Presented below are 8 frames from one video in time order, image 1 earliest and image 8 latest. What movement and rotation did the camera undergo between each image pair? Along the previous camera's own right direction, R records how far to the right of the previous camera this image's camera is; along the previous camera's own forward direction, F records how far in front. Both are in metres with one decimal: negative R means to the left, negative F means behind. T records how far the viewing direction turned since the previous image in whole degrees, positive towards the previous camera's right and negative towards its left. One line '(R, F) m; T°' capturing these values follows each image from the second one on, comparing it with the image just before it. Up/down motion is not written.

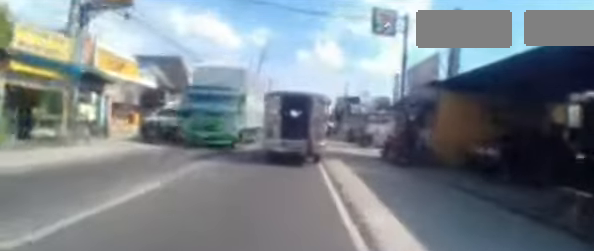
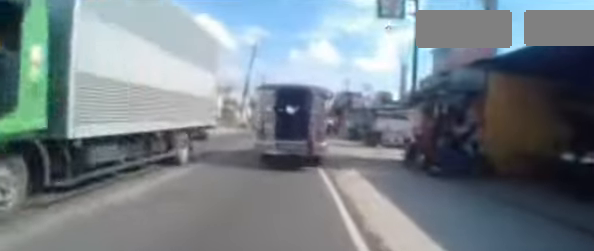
(+0.1, +3.2) m; +2°
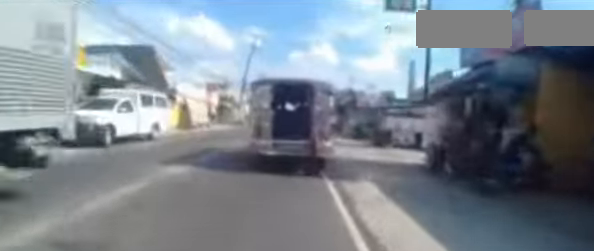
(0.0, +1.8) m; 0°
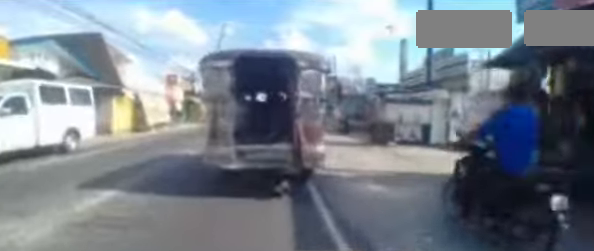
(0.0, +3.4) m; 0°
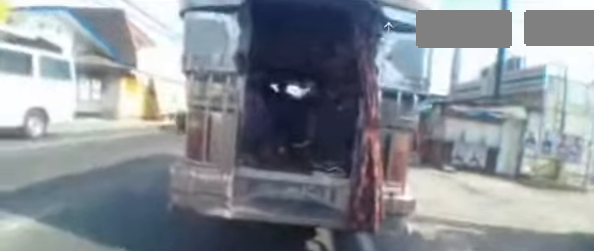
(0.0, +3.3) m; 0°
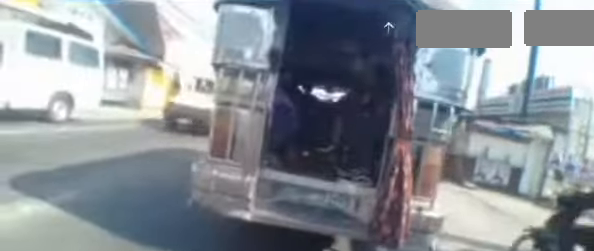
(0.0, +0.4) m; 0°
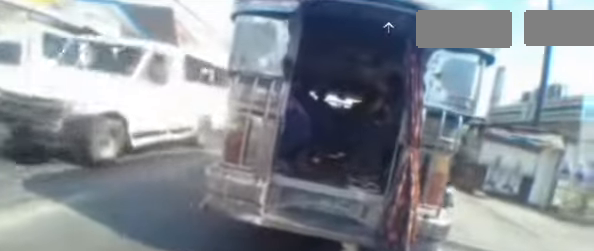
(0.0, +0.5) m; 0°
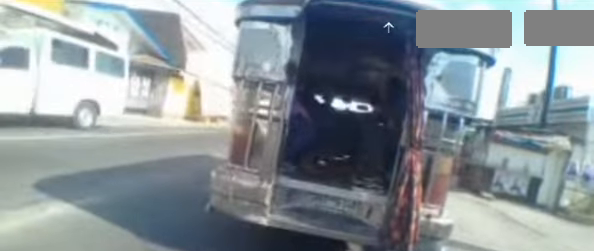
(0.0, +0.4) m; 0°
